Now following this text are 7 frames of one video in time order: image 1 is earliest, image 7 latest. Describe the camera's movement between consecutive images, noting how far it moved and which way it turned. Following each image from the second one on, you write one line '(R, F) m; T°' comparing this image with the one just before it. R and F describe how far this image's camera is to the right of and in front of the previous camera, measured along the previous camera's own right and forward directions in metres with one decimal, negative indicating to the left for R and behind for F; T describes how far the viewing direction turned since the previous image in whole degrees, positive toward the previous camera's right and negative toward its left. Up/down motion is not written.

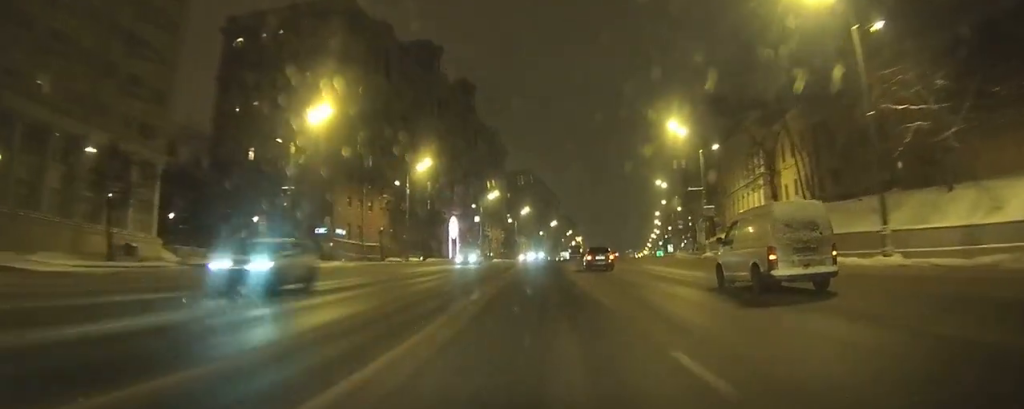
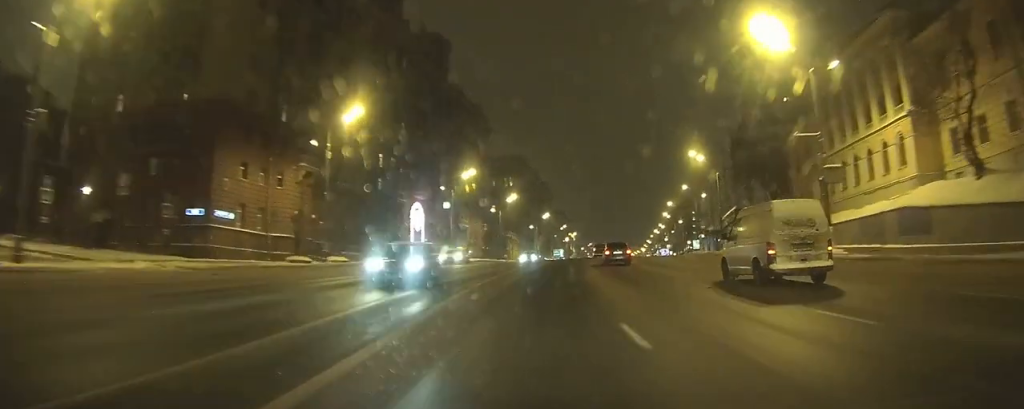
(+0.5, +29.9) m; +2°
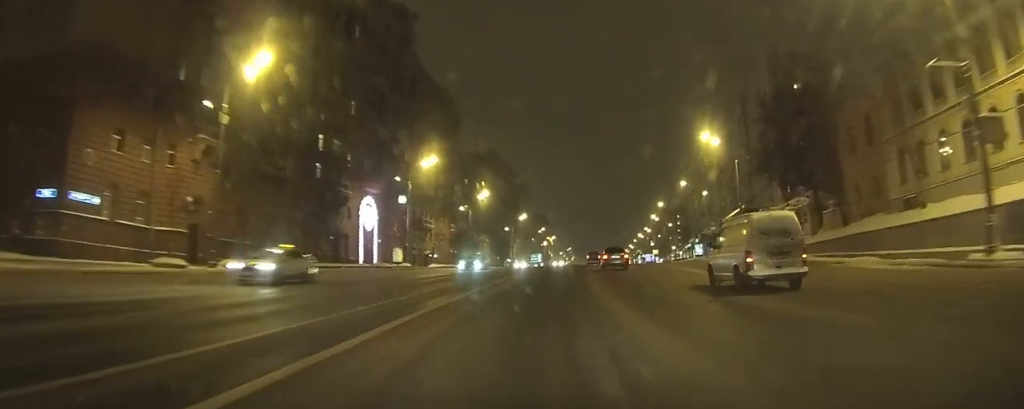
(+0.3, +16.1) m; +2°
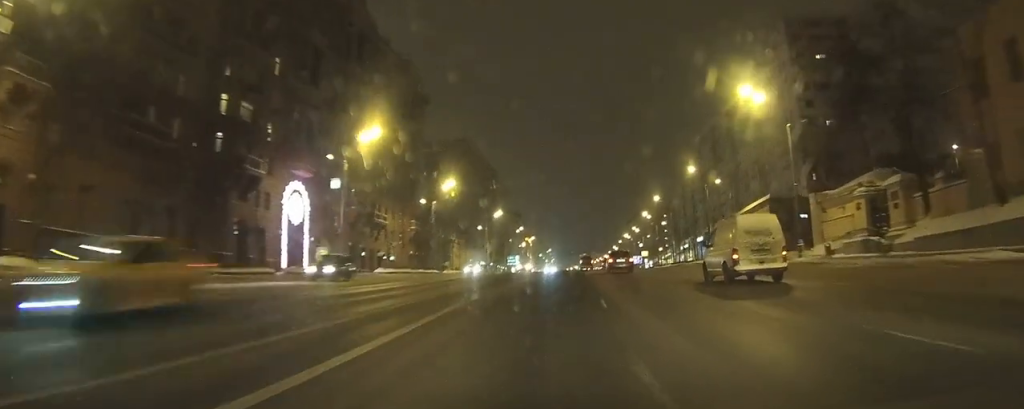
(+0.4, +18.7) m; +2°
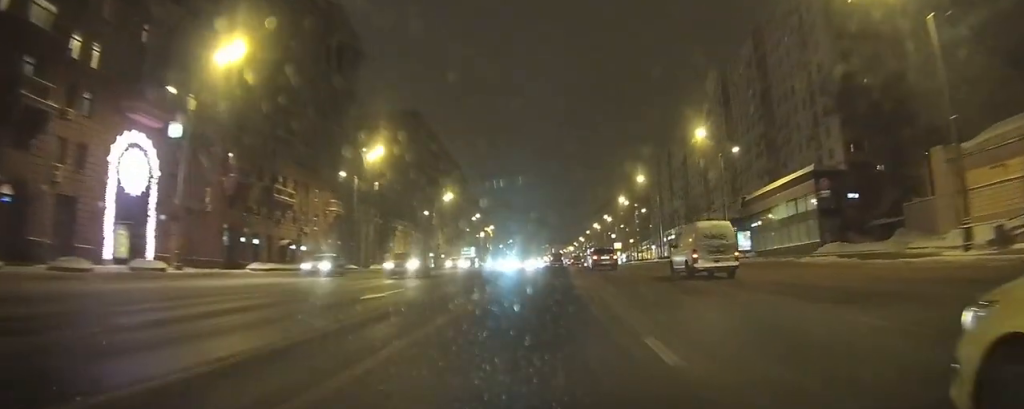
(+0.4, +22.5) m; +2°
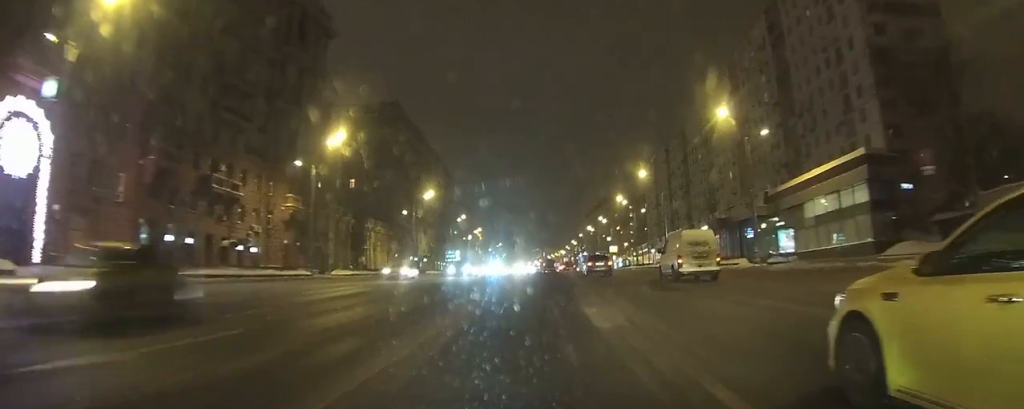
(0.0, +11.1) m; 0°
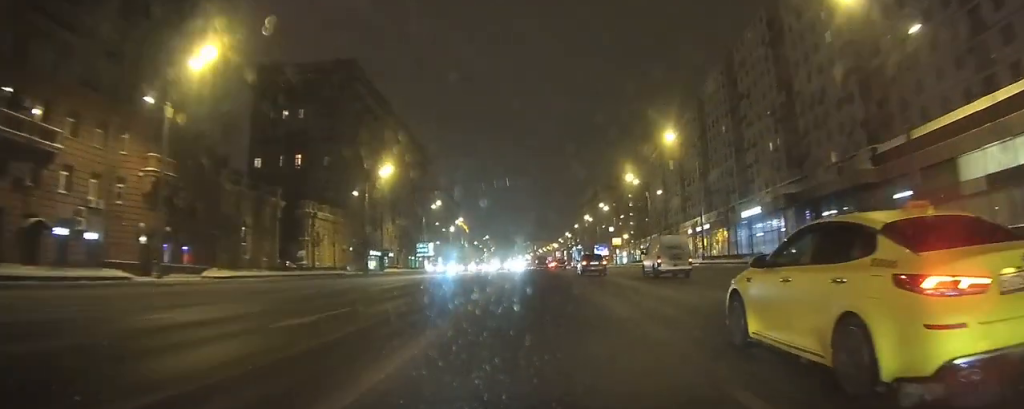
(+0.1, +24.6) m; 0°
